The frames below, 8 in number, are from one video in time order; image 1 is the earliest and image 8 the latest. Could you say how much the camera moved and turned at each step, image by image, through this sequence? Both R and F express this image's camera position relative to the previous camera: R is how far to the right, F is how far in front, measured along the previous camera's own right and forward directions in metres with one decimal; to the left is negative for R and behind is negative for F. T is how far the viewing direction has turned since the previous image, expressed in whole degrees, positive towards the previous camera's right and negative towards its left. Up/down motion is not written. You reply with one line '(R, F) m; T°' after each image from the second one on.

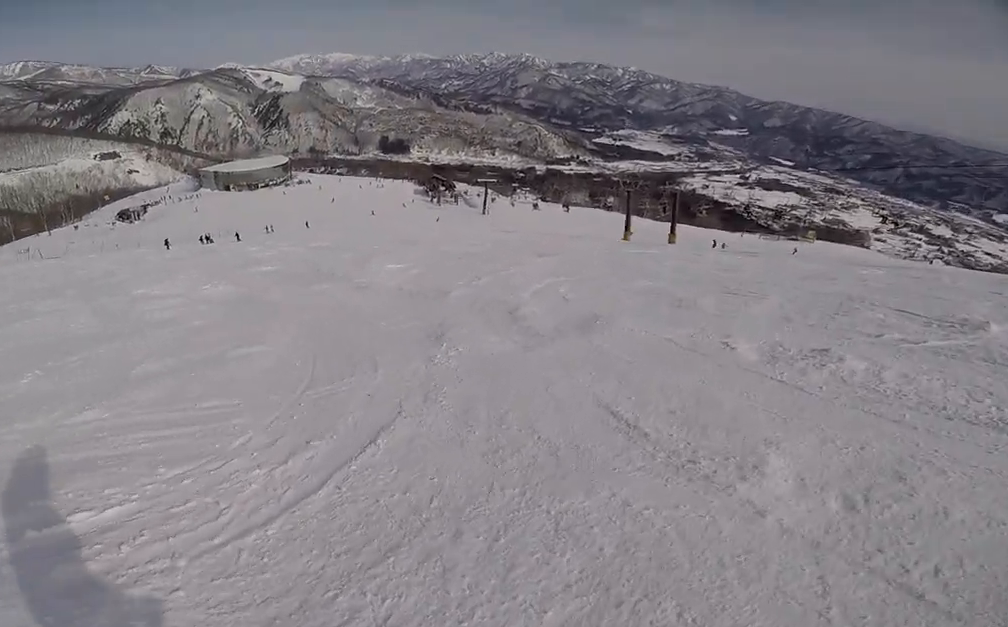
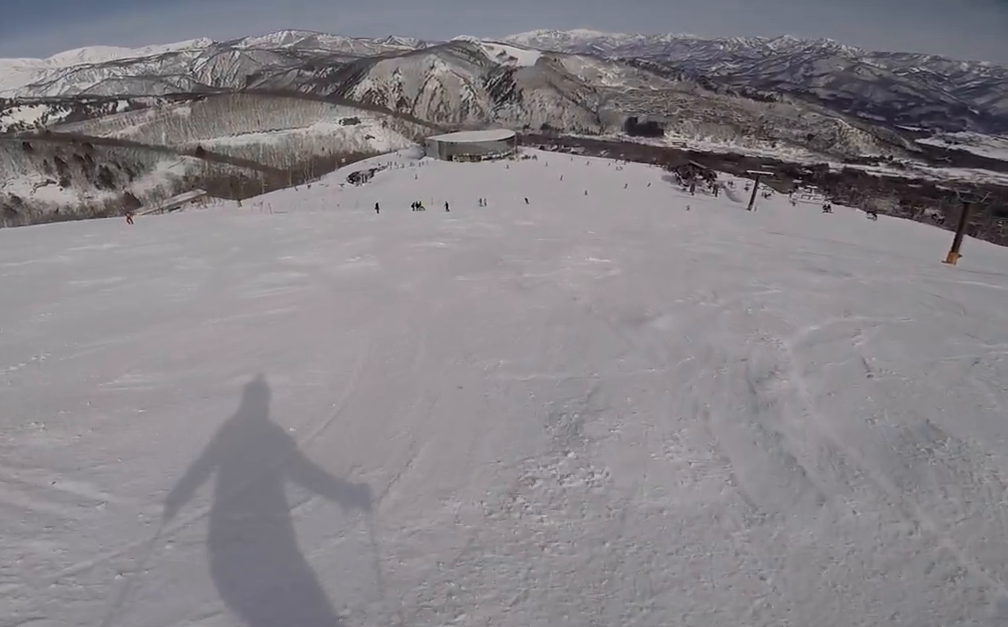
(-1.9, +2.3) m; -31°
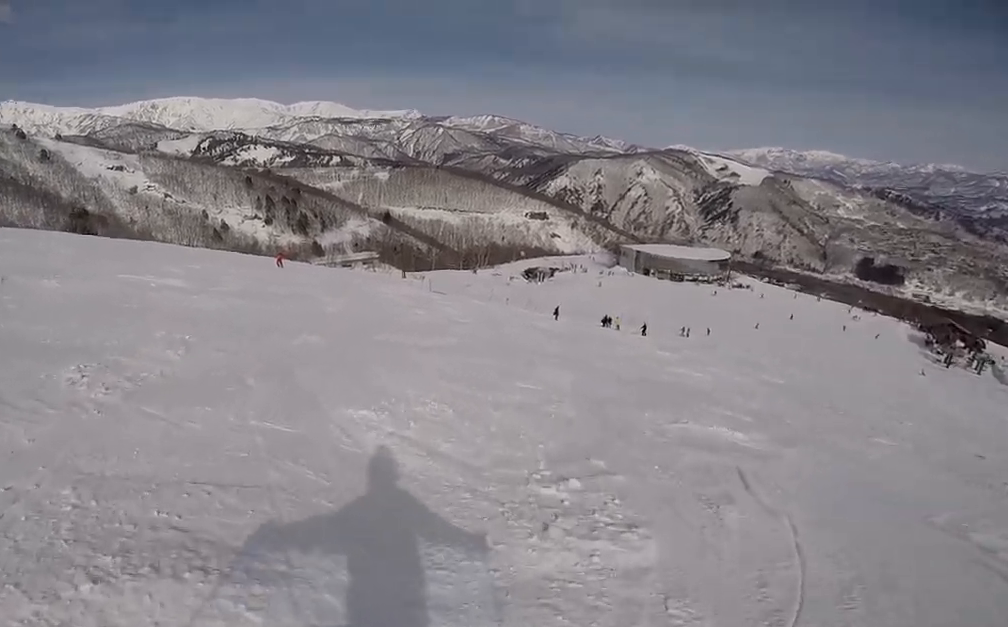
(-1.0, +7.4) m; -8°
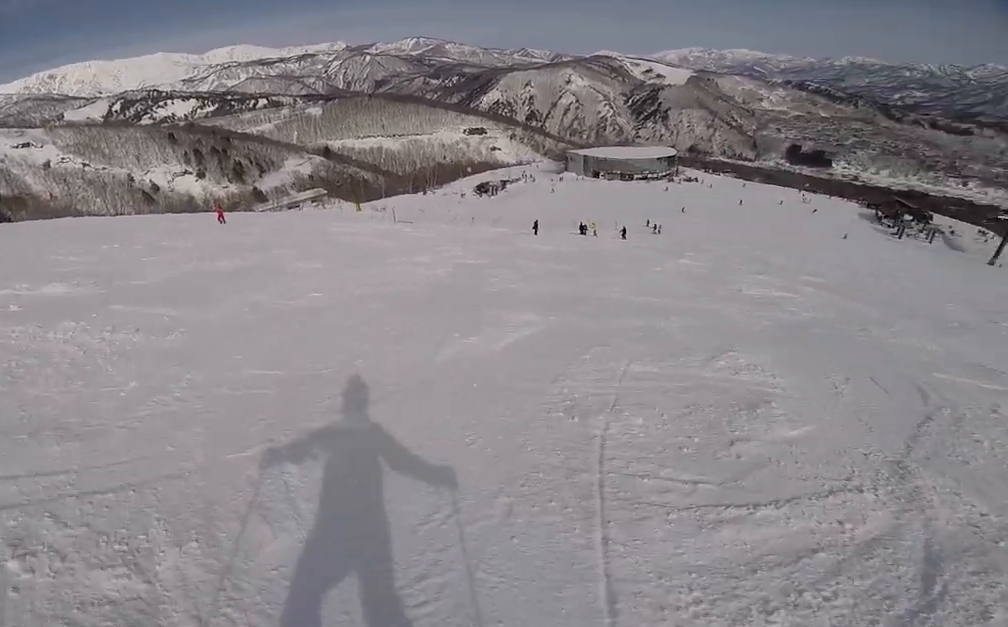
(0.0, +5.3) m; +11°
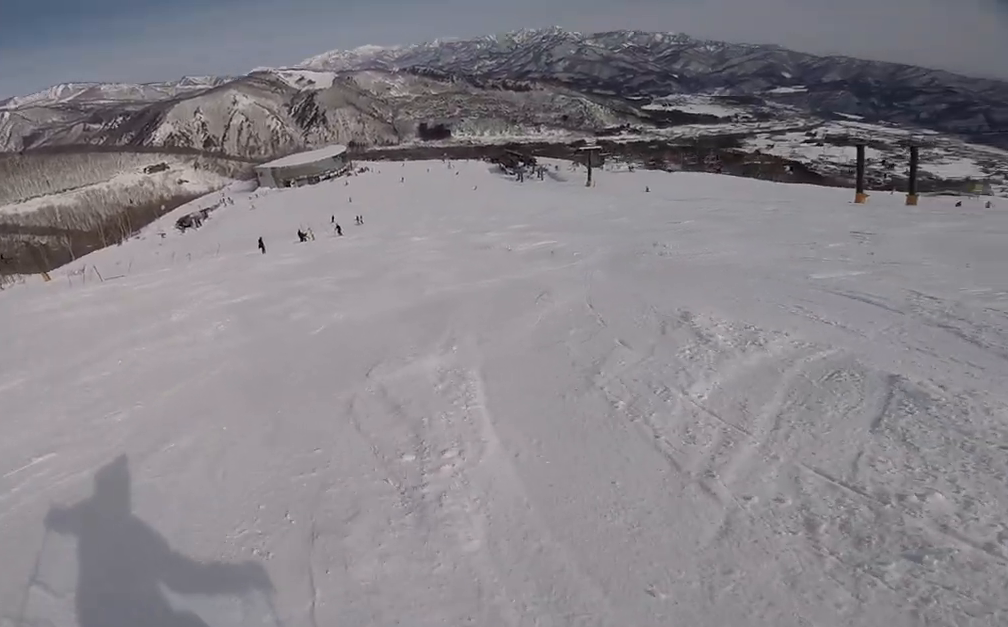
(+0.4, +3.5) m; +25°
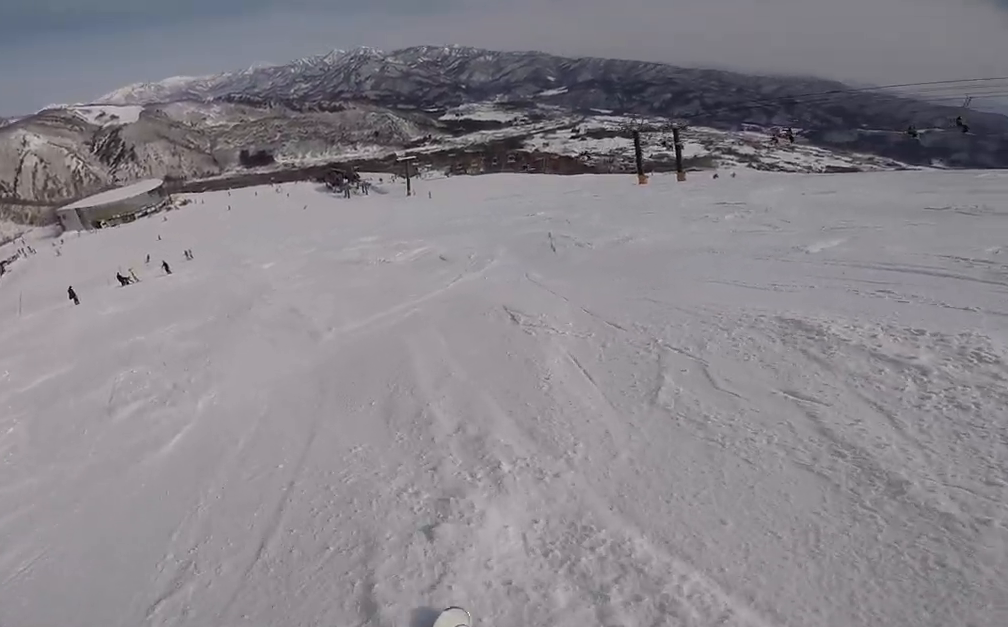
(0.0, +2.6) m; +27°
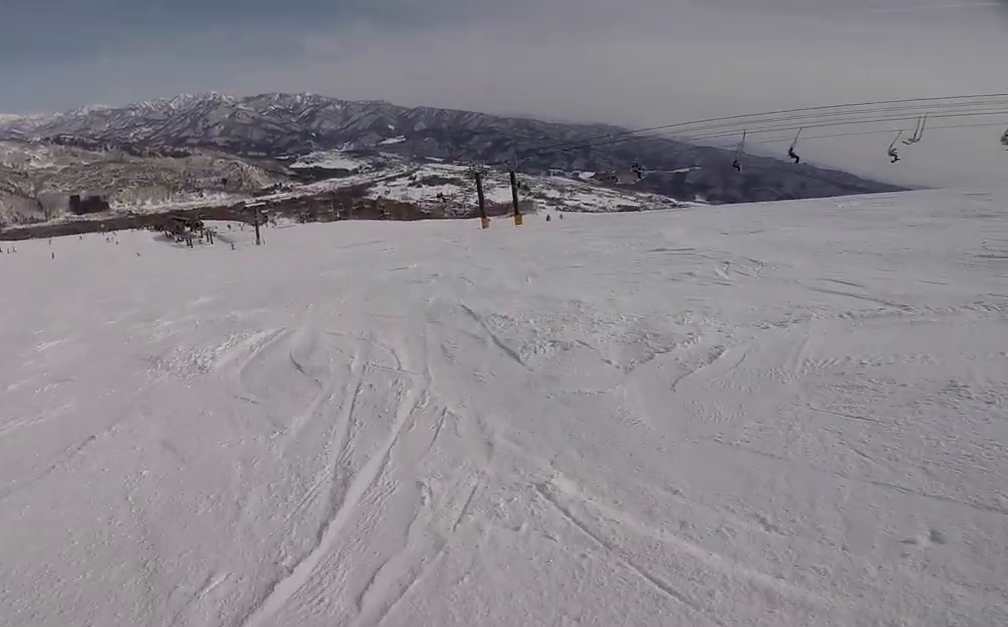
(+2.4, +4.9) m; +26°
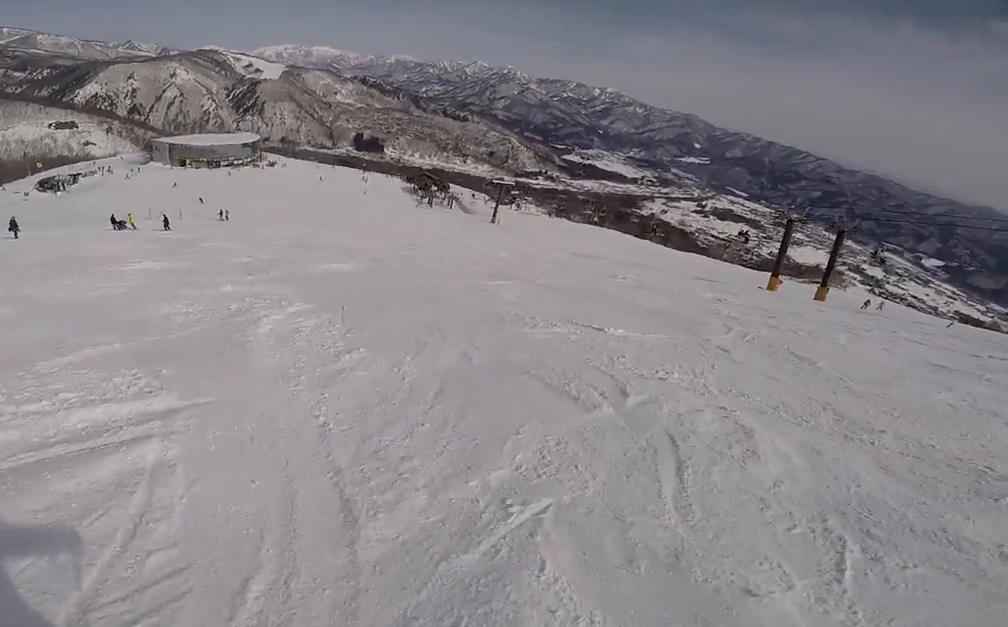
(-1.0, +6.5) m; -30°
